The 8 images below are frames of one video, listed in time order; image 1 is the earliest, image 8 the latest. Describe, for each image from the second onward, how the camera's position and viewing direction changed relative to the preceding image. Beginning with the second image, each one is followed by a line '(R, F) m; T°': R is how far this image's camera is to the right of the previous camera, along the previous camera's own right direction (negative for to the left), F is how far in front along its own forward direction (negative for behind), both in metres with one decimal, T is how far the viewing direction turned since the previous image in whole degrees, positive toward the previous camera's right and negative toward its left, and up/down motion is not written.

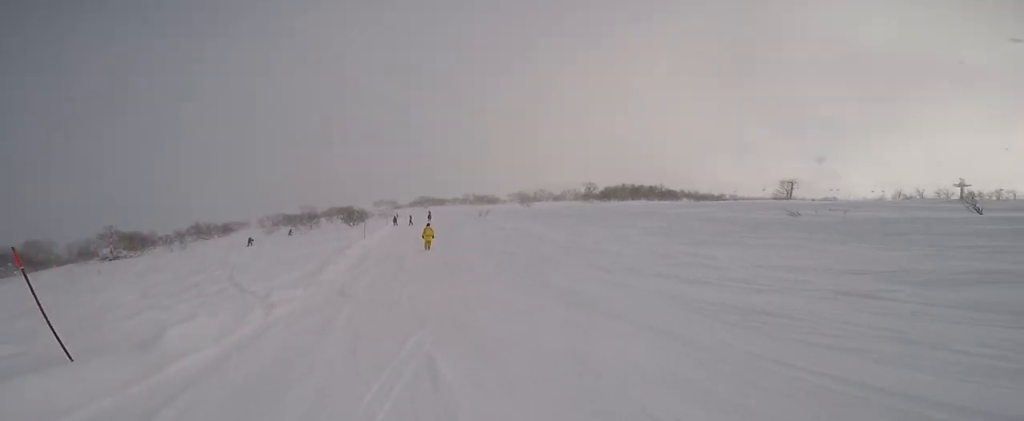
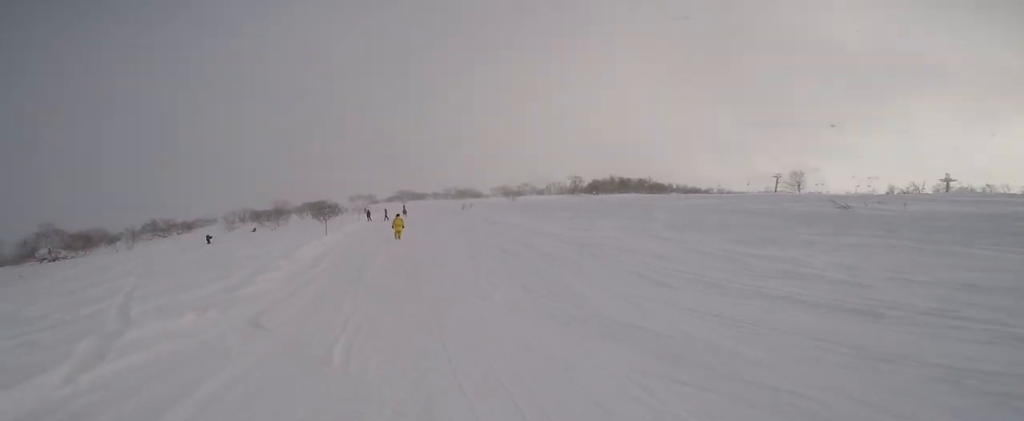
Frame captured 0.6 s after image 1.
(0.0, +4.3) m; 0°
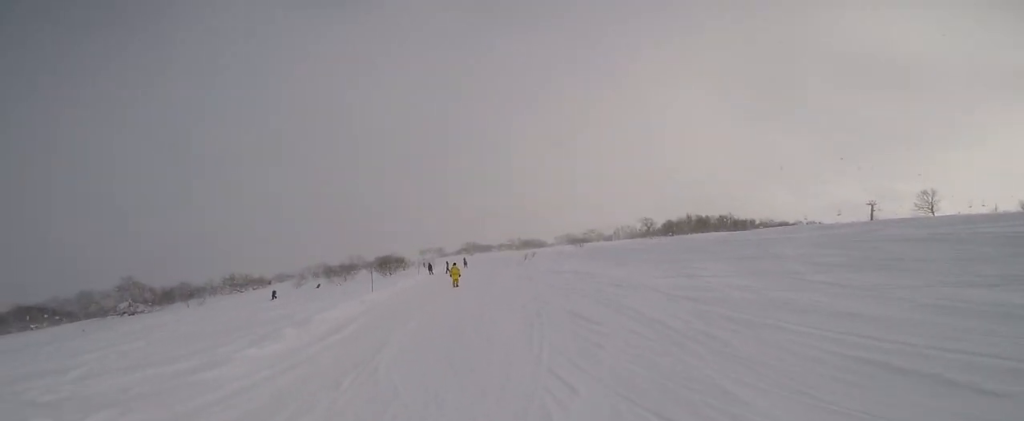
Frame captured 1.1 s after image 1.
(0.0, +4.3) m; -3°
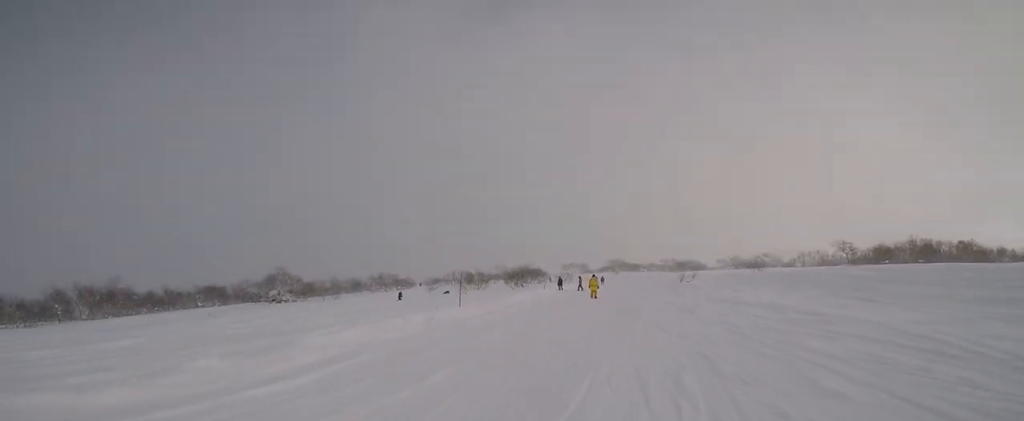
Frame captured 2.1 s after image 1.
(-0.2, +6.9) m; -12°
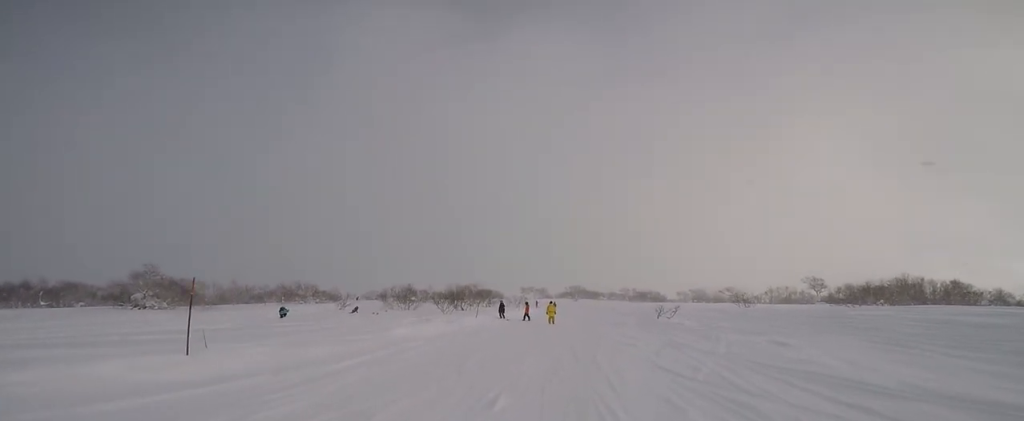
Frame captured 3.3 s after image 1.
(-1.3, +9.4) m; +1°
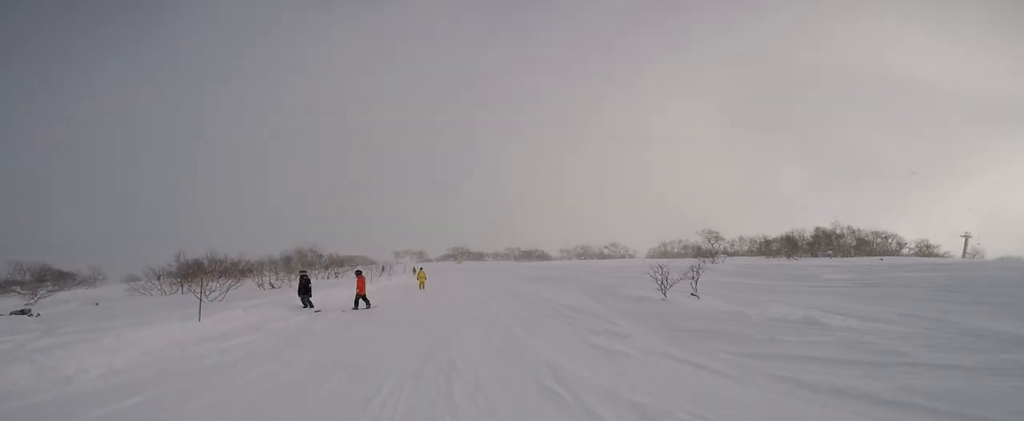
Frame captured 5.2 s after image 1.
(+2.0, +14.5) m; +4°
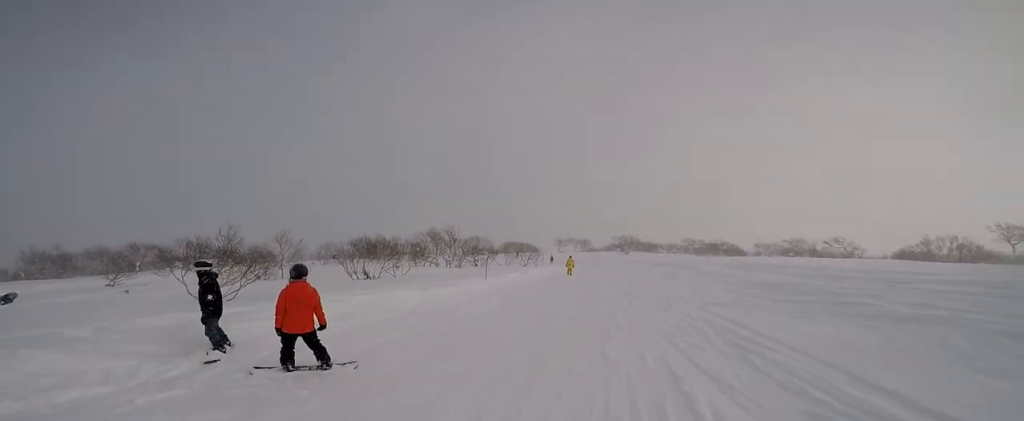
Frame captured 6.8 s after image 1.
(-0.9, +10.8) m; -4°
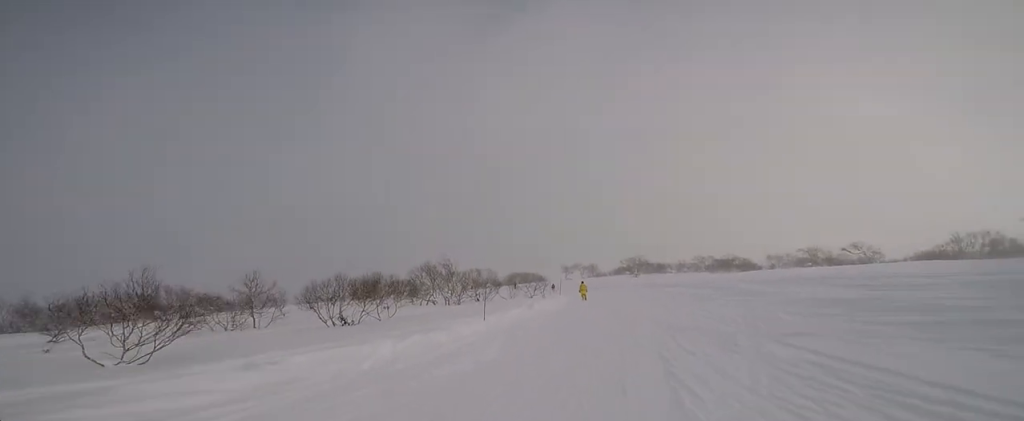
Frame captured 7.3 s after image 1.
(0.0, +3.6) m; -3°
